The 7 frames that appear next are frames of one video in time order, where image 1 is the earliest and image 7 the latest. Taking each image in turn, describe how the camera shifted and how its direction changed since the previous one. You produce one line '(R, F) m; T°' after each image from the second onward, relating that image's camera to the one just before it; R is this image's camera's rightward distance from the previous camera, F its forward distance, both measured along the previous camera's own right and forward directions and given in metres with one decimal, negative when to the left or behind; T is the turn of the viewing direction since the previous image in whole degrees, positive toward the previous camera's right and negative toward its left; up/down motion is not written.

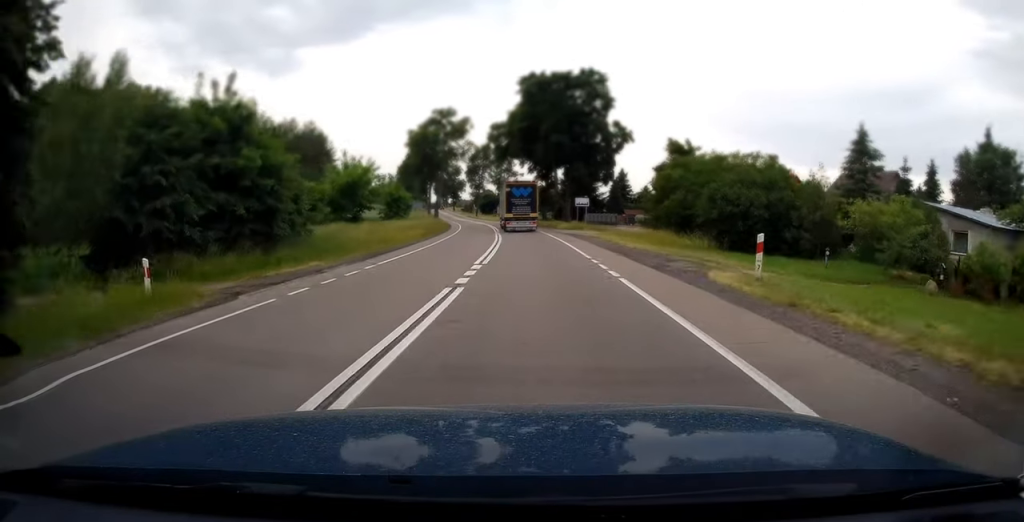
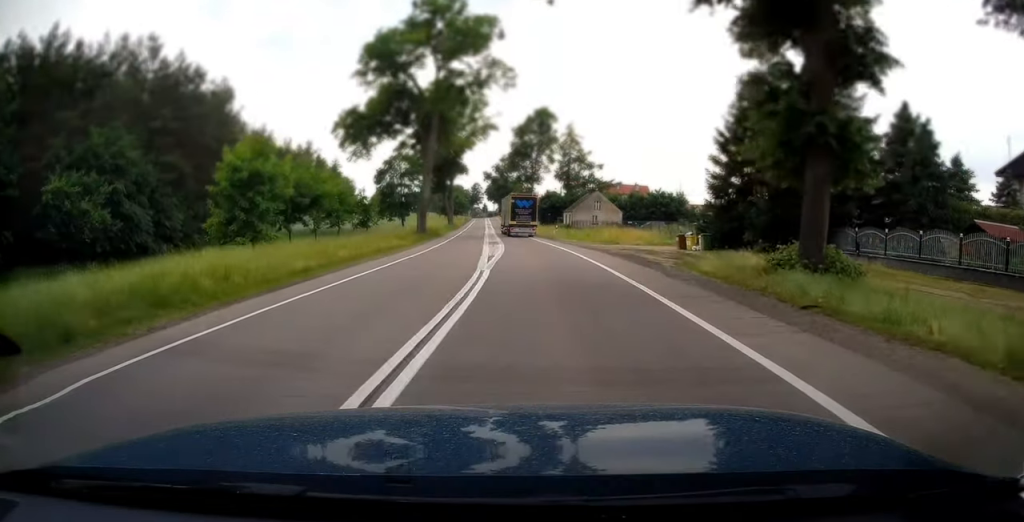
(-4.1, +66.1) m; -7°
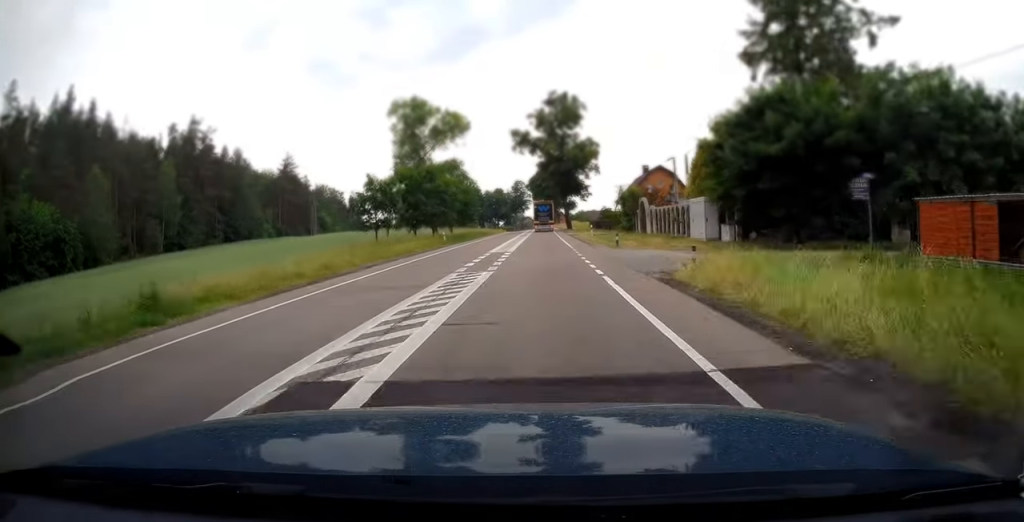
(-7.0, +99.8) m; -6°
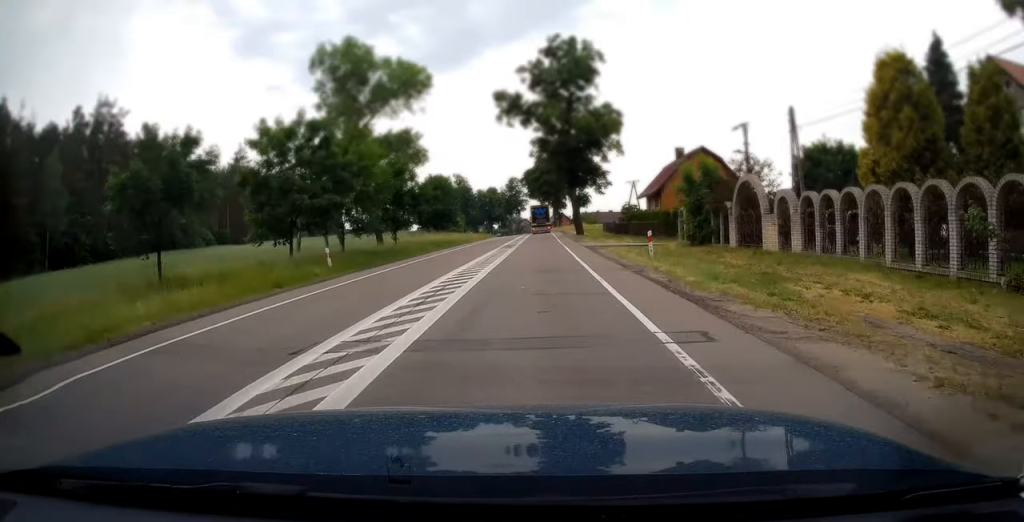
(0.0, +26.8) m; 0°
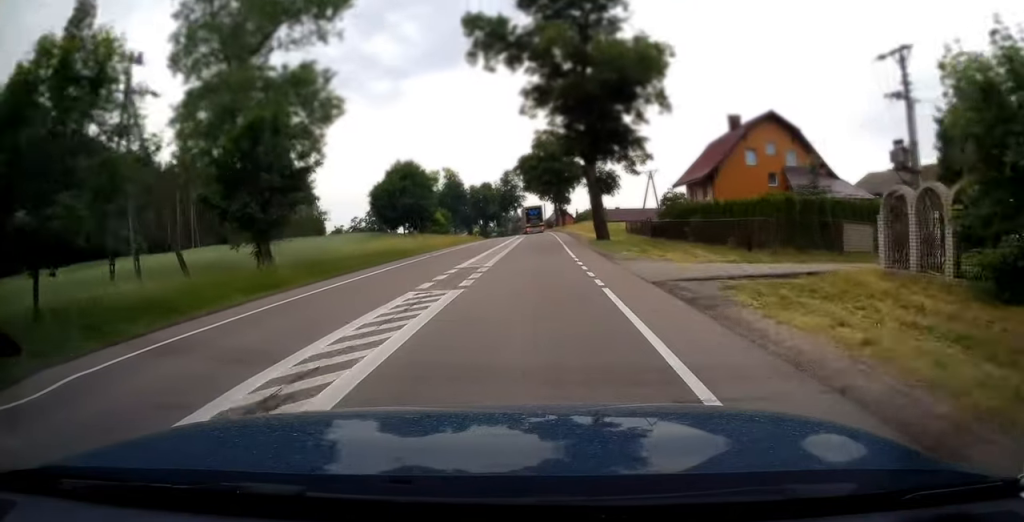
(0.0, +22.3) m; 0°
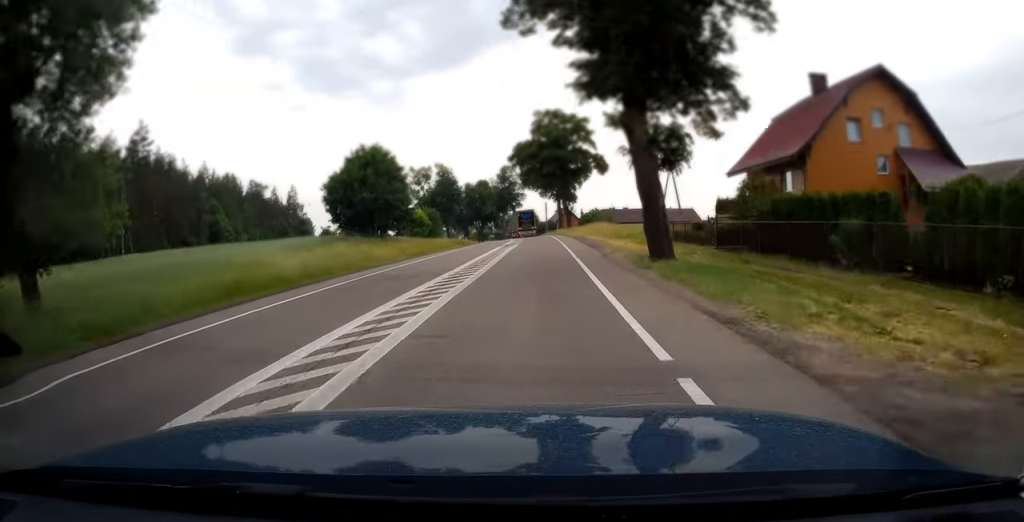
(0.0, +16.9) m; 0°
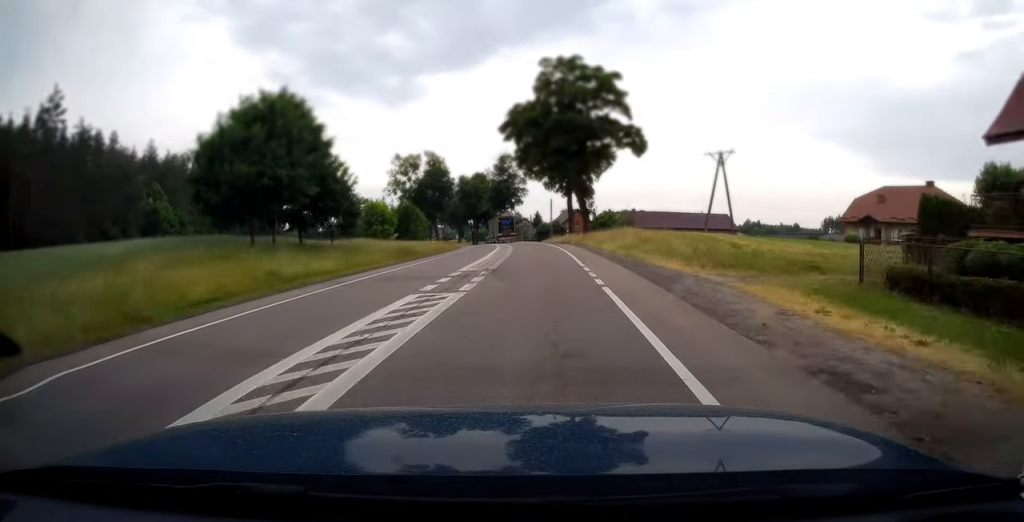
(+0.1, +25.2) m; -1°
